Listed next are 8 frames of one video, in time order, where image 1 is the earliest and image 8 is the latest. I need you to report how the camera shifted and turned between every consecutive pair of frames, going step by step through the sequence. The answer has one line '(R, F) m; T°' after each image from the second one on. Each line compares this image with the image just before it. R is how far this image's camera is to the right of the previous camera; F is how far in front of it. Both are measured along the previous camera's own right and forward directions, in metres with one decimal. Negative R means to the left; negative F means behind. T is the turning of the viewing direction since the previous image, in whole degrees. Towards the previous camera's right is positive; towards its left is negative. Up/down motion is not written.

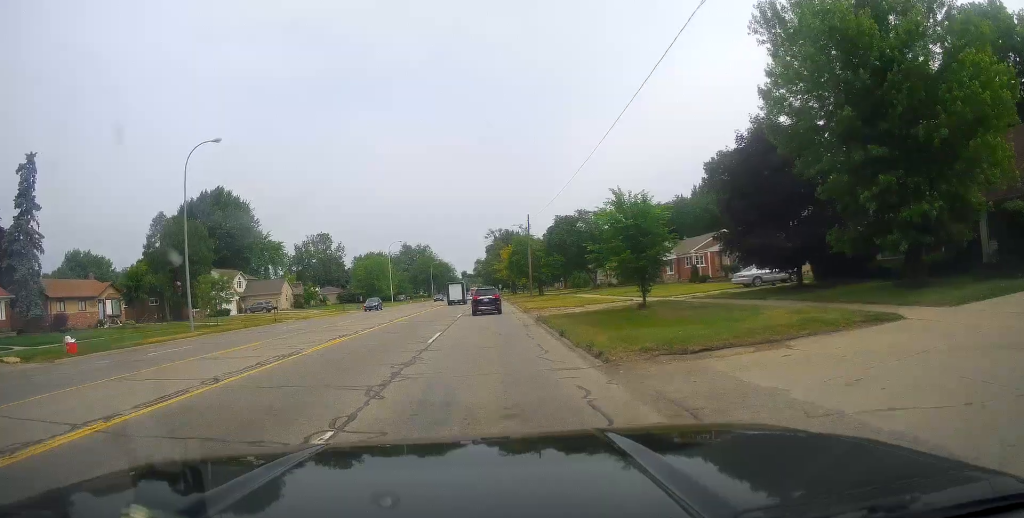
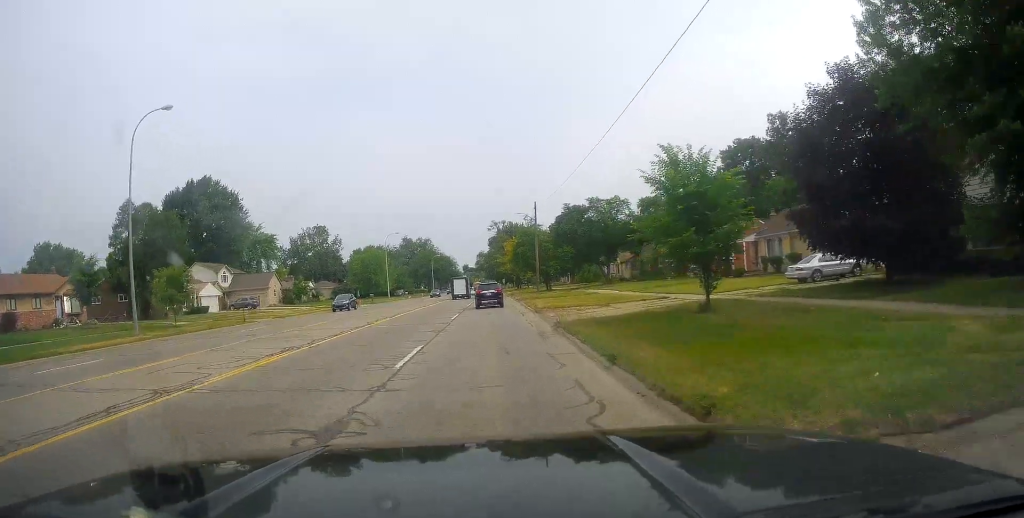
(+0.1, +7.6) m; -1°
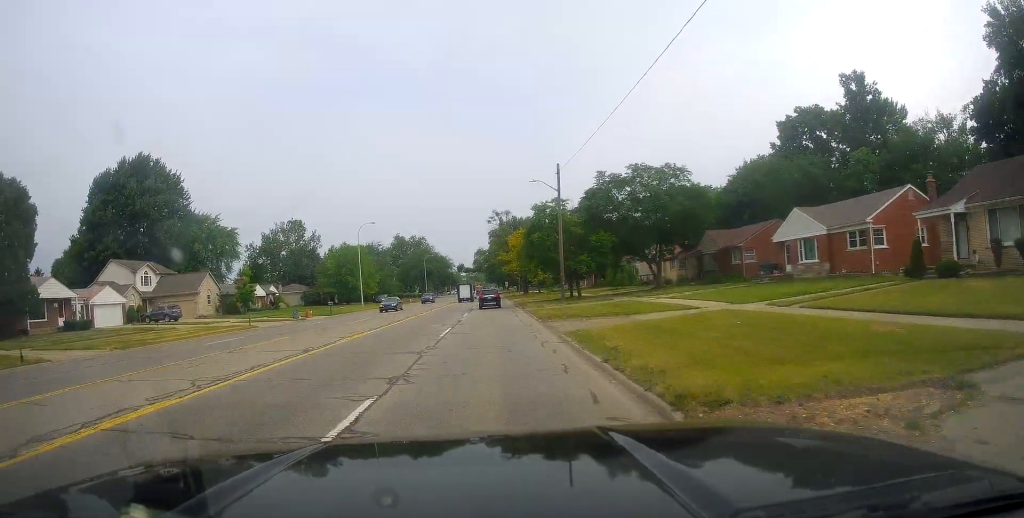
(0.0, +24.3) m; +3°
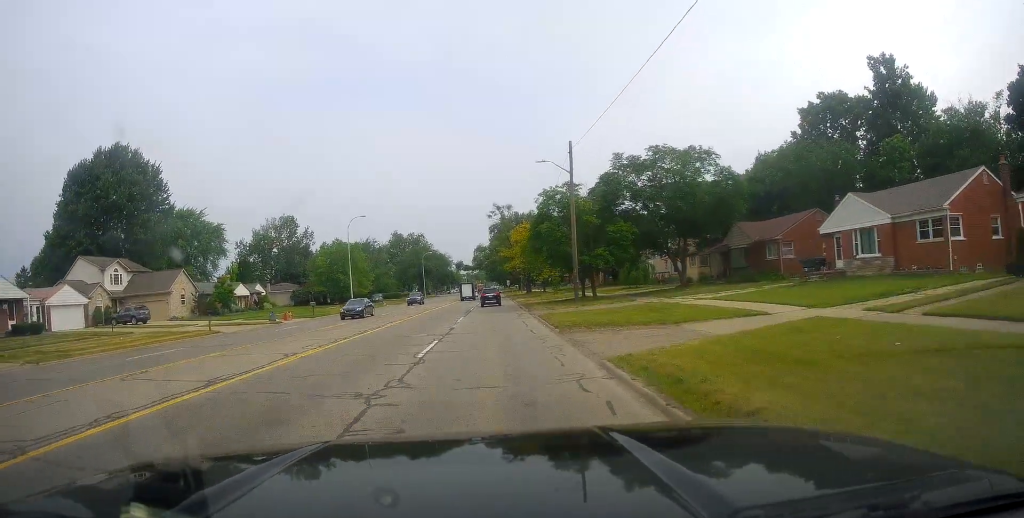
(0.0, +6.6) m; -1°
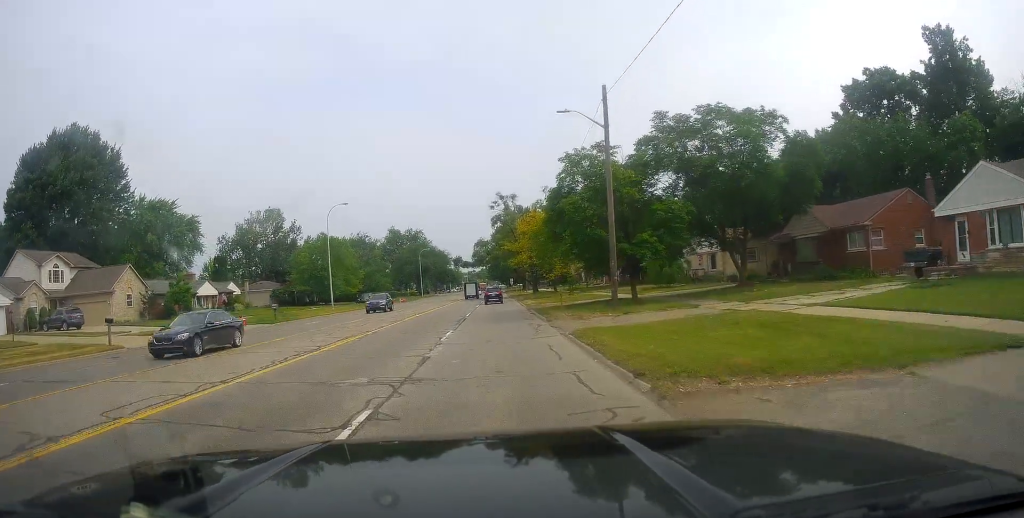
(-0.2, +11.0) m; -1°
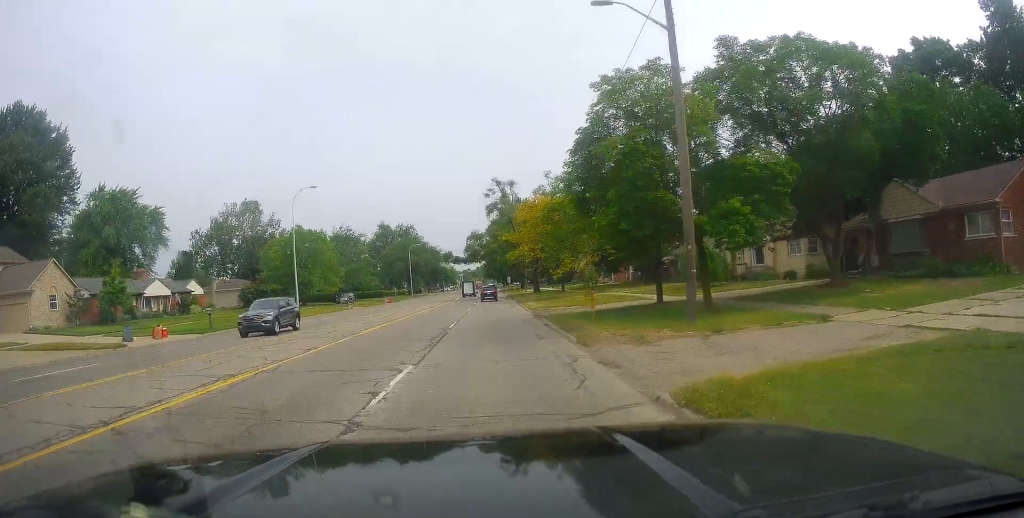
(0.0, +10.7) m; -1°
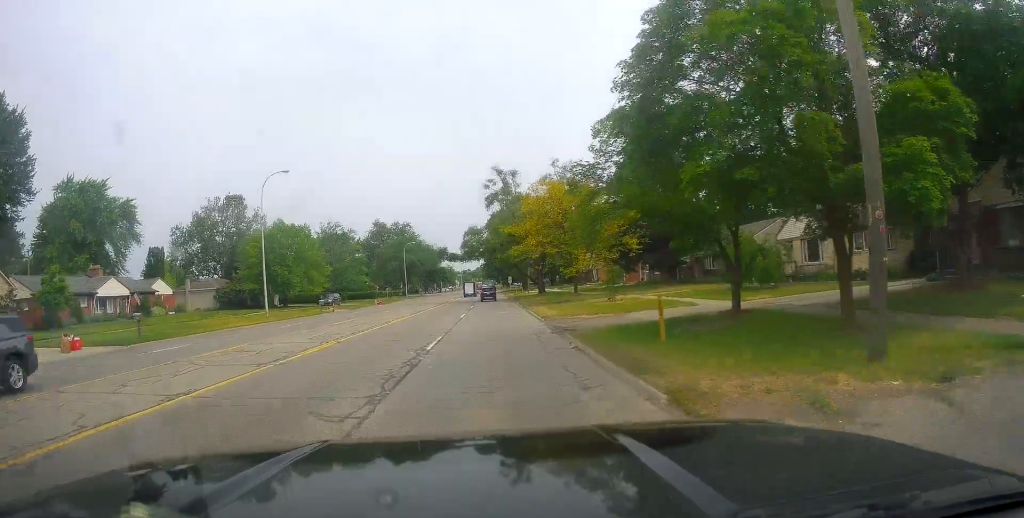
(+0.2, +8.1) m; -1°
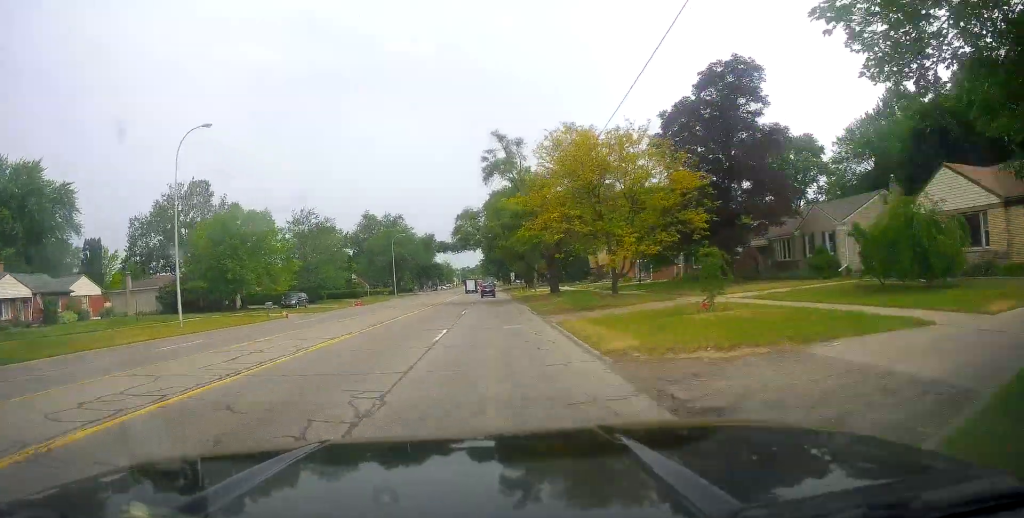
(-0.4, +14.8) m; +1°
